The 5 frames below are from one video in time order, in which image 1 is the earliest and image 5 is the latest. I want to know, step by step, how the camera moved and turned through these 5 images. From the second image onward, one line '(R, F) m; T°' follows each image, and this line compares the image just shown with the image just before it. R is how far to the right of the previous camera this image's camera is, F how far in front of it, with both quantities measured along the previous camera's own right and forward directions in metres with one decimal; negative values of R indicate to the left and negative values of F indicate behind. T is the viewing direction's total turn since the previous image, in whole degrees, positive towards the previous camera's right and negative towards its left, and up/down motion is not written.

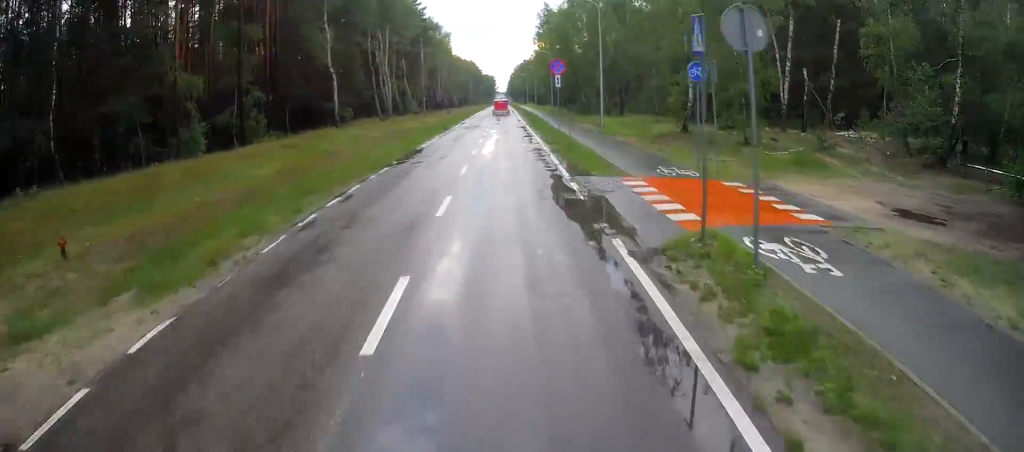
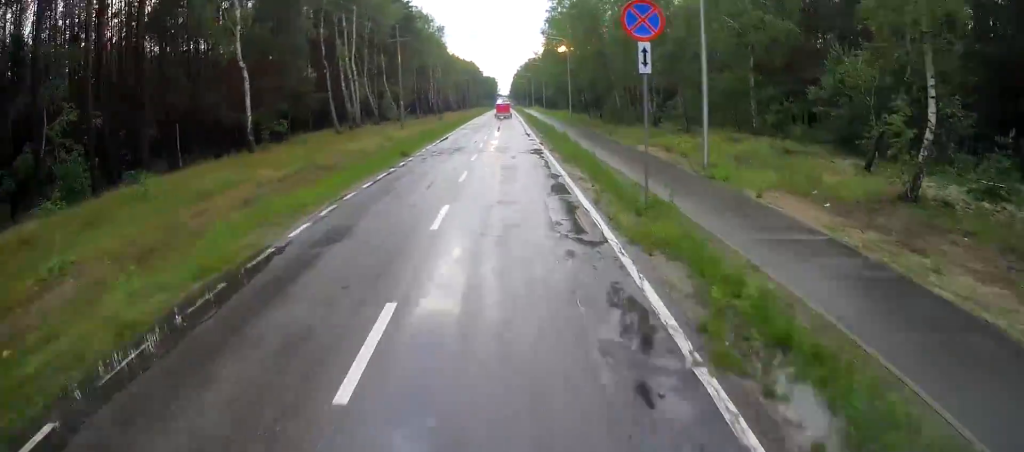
(-0.2, +18.4) m; -1°
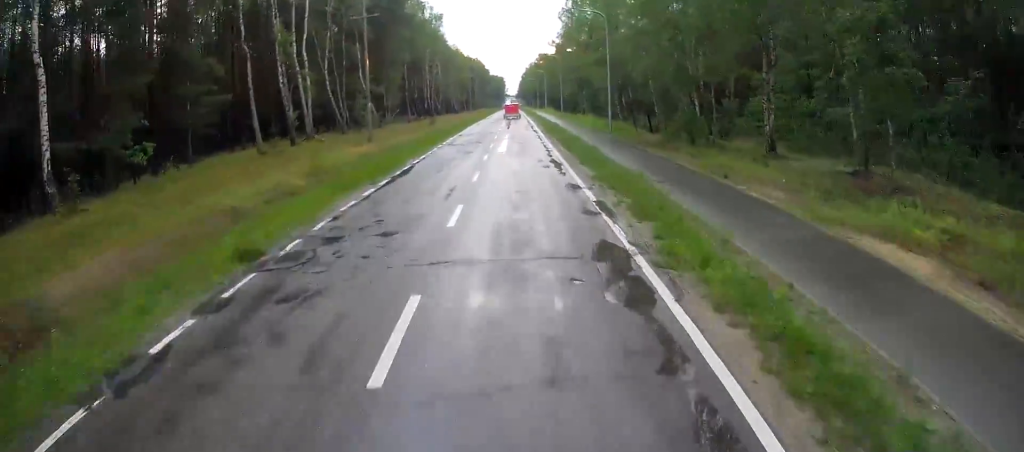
(0.0, +17.3) m; 0°
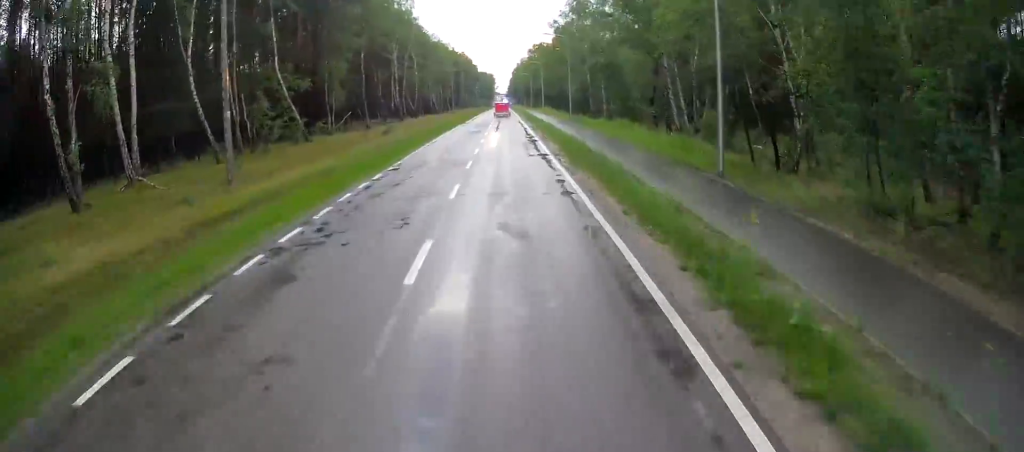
(-0.1, +21.2) m; 0°
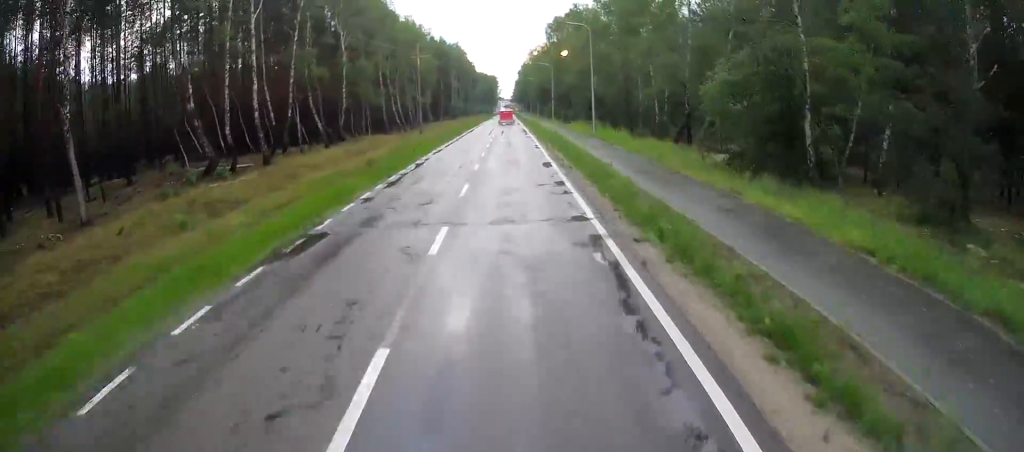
(-0.2, +50.0) m; +1°
